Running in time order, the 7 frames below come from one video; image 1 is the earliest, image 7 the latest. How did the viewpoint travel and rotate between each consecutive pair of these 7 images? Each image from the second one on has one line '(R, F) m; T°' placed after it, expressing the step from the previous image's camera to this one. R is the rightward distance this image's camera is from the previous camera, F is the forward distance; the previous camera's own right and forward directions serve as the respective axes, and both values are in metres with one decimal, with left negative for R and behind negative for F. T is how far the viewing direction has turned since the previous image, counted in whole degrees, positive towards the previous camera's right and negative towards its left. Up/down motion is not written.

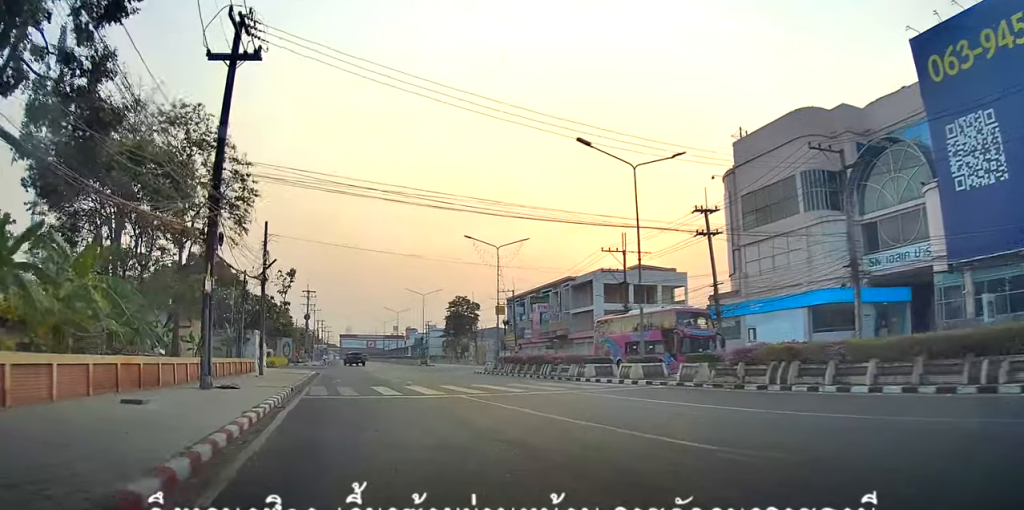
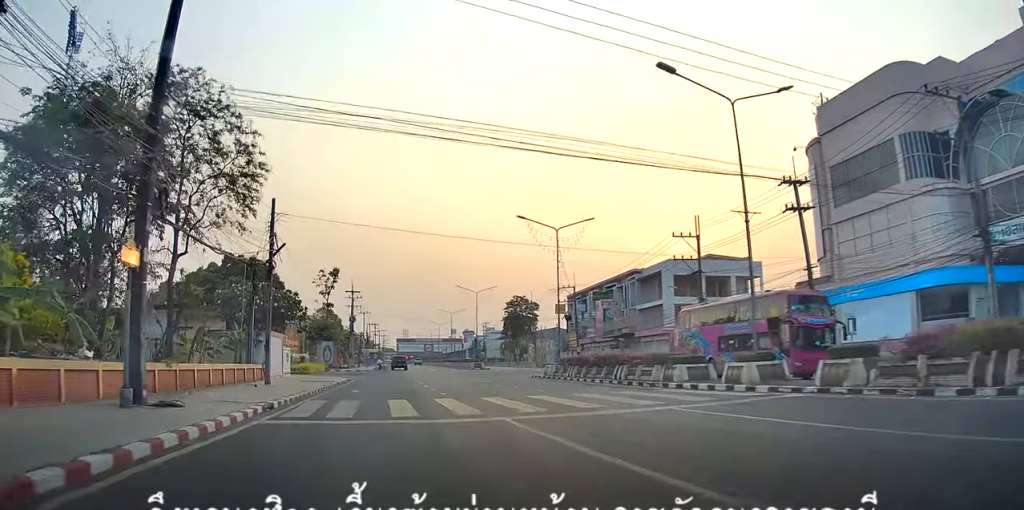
(-0.5, +6.9) m; -8°
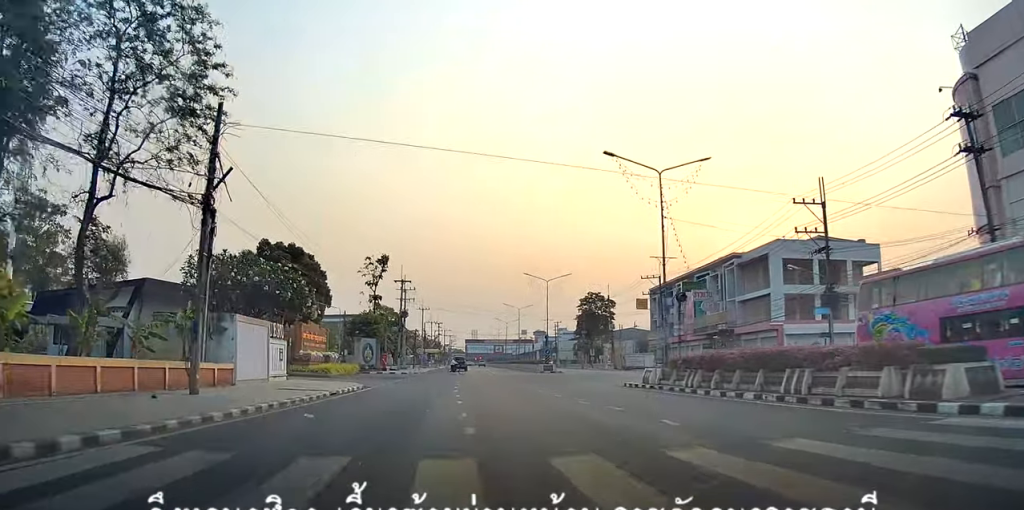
(-1.3, +12.4) m; -8°
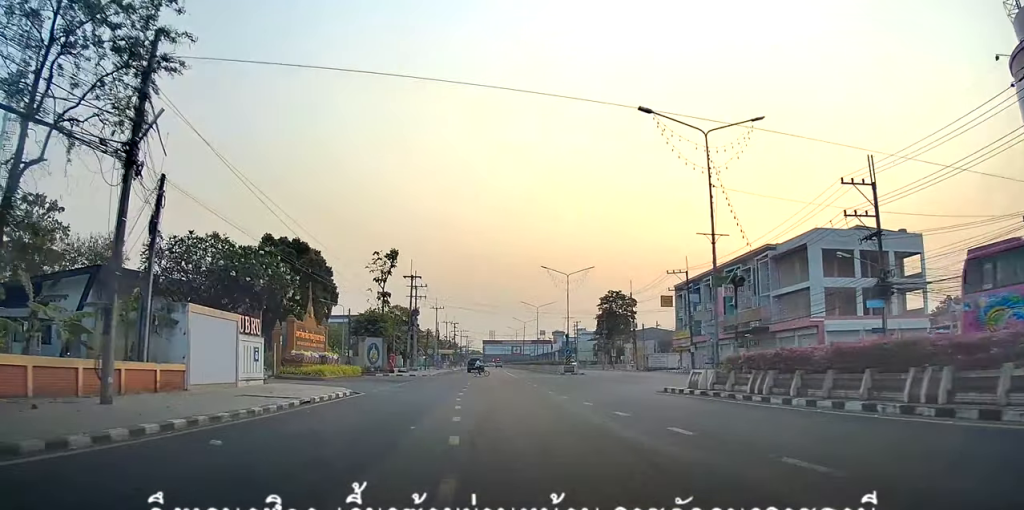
(0.0, +4.8) m; -1°
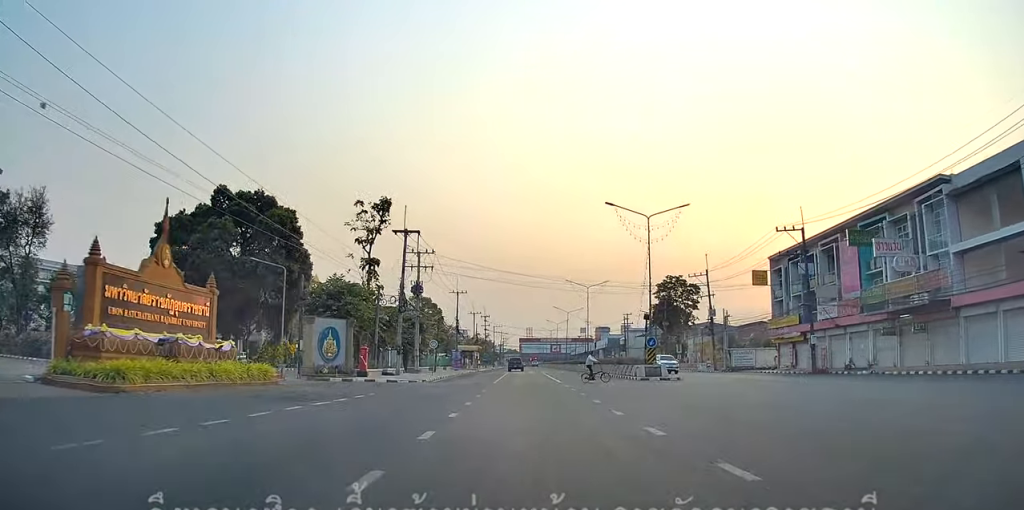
(-0.8, +24.6) m; -2°
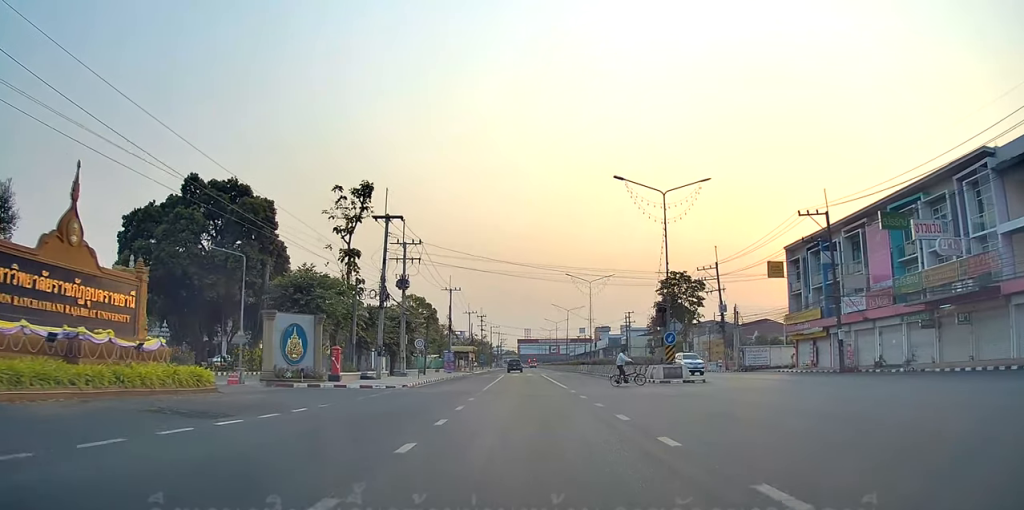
(+0.1, +5.6) m; 0°
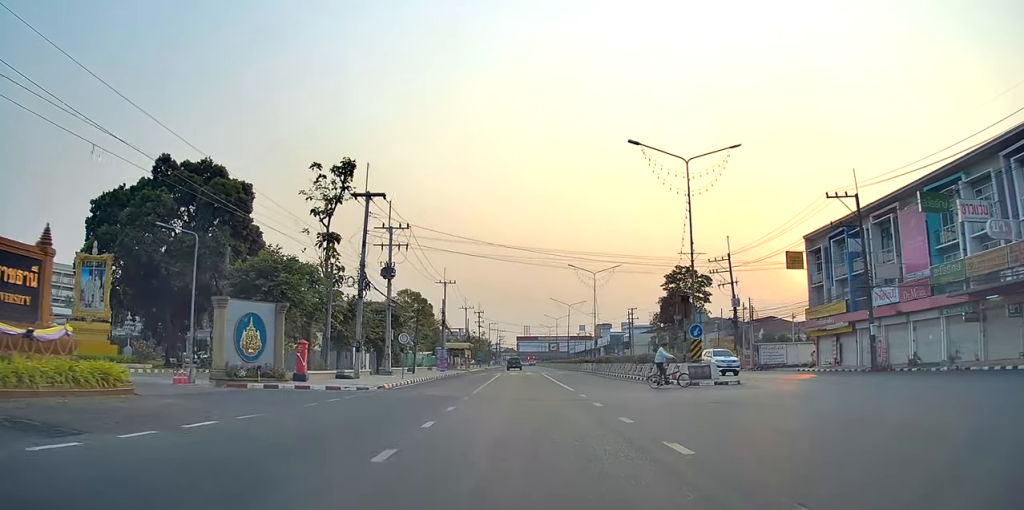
(0.0, +5.0) m; 0°
